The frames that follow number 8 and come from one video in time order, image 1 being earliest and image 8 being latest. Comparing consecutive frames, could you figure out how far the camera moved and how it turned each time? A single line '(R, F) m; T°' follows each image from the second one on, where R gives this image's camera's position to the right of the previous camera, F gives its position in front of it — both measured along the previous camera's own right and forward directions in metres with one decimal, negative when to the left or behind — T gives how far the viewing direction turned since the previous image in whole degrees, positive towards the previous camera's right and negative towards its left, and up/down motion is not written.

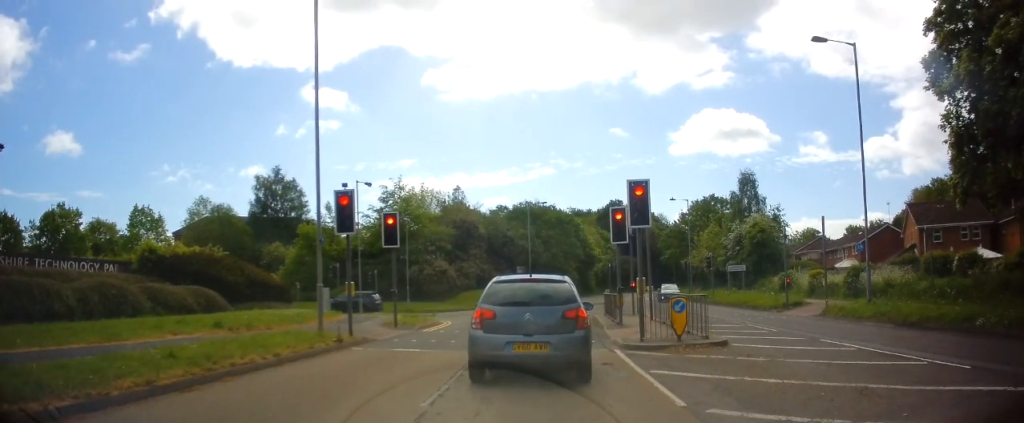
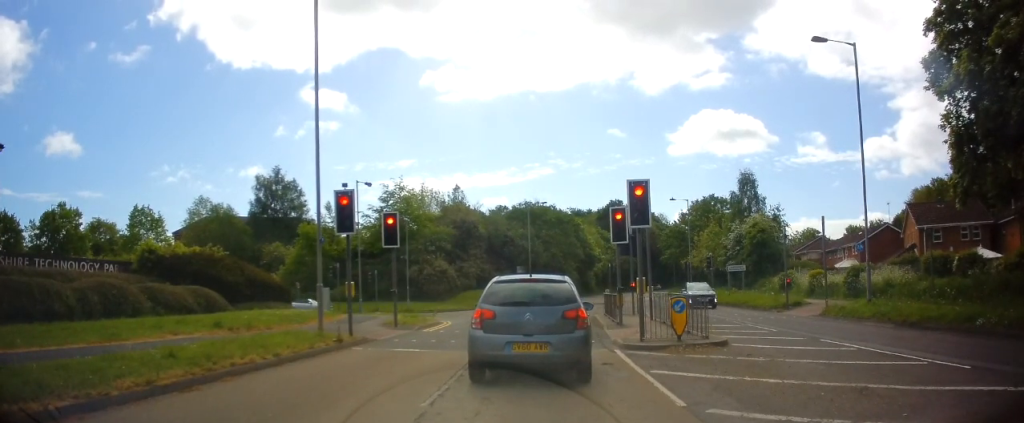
(0.0, 0.0) m; 0°
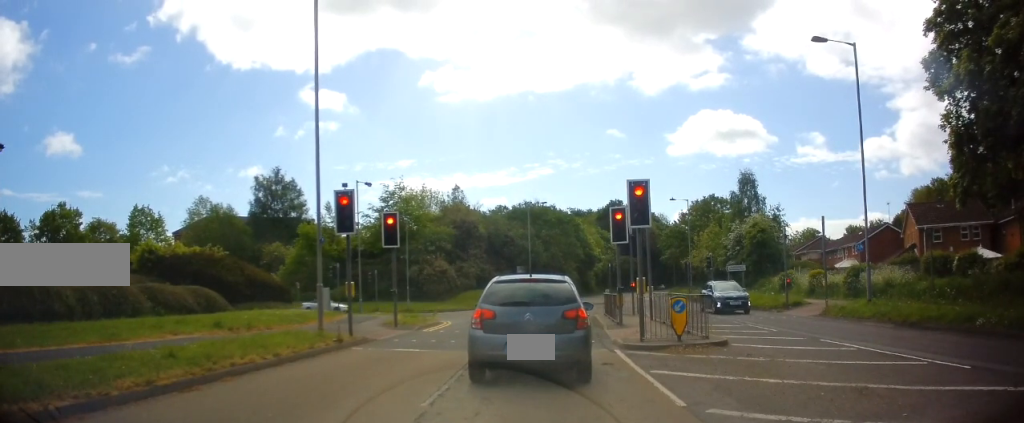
(0.0, 0.0) m; 0°
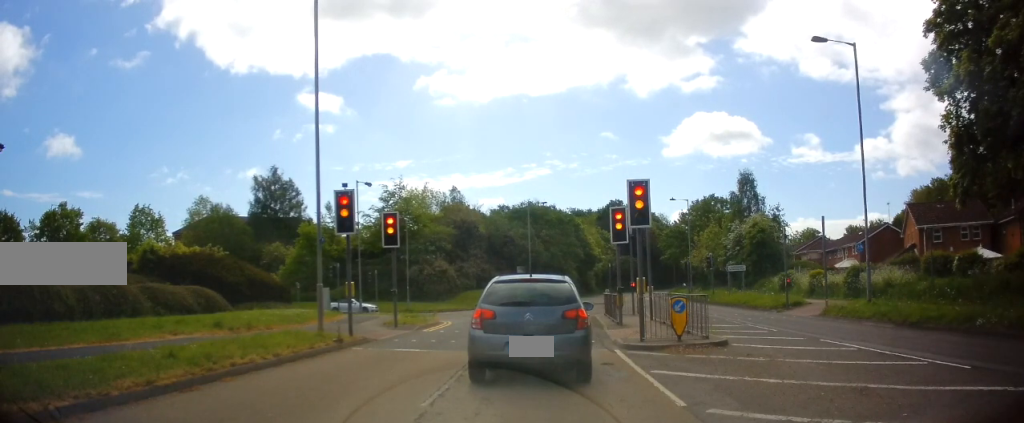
(0.0, 0.0) m; 0°
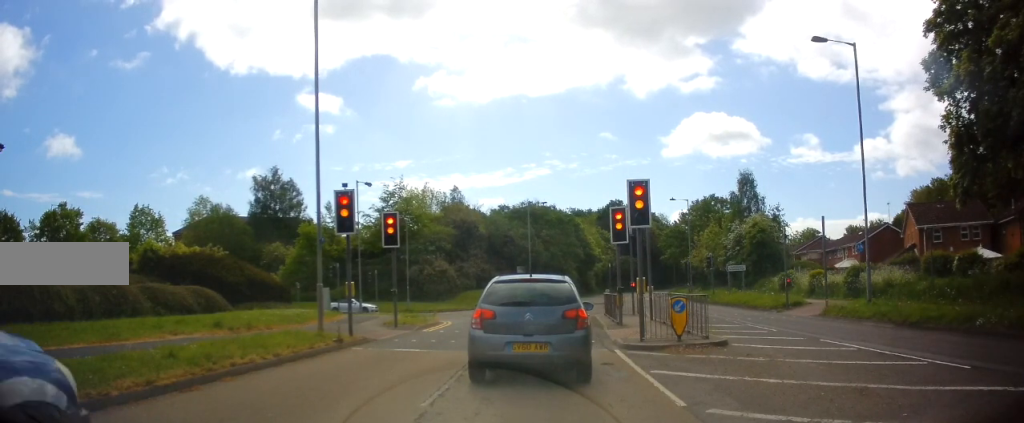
(0.0, 0.0) m; 0°
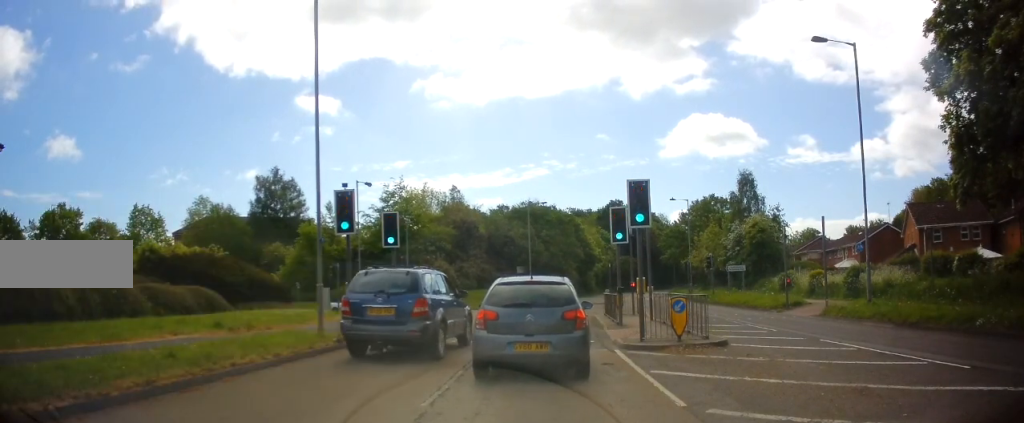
(0.0, 0.0) m; 0°
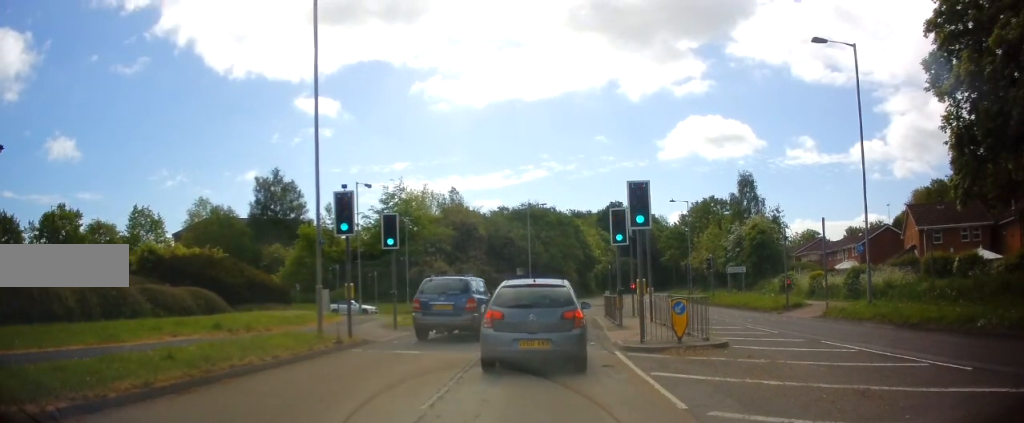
(0.0, +0.1) m; 0°
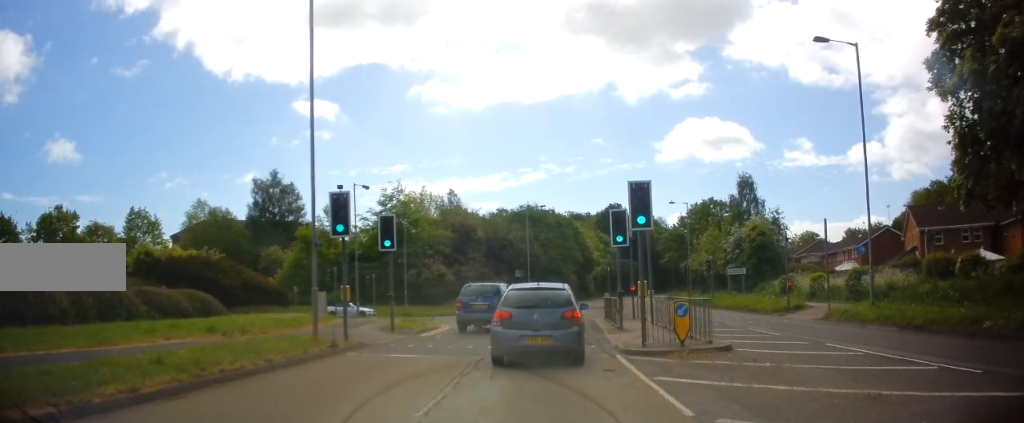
(0.0, +0.1) m; 0°
